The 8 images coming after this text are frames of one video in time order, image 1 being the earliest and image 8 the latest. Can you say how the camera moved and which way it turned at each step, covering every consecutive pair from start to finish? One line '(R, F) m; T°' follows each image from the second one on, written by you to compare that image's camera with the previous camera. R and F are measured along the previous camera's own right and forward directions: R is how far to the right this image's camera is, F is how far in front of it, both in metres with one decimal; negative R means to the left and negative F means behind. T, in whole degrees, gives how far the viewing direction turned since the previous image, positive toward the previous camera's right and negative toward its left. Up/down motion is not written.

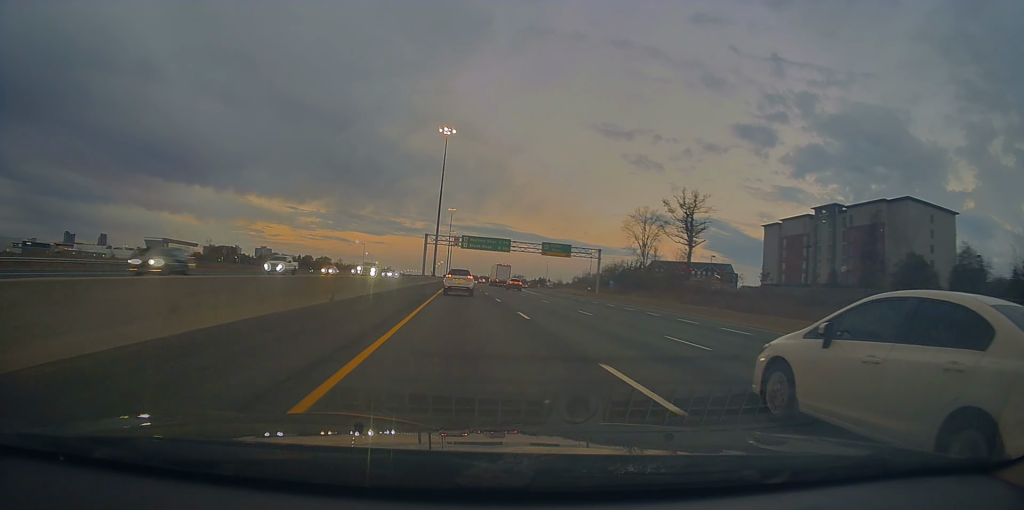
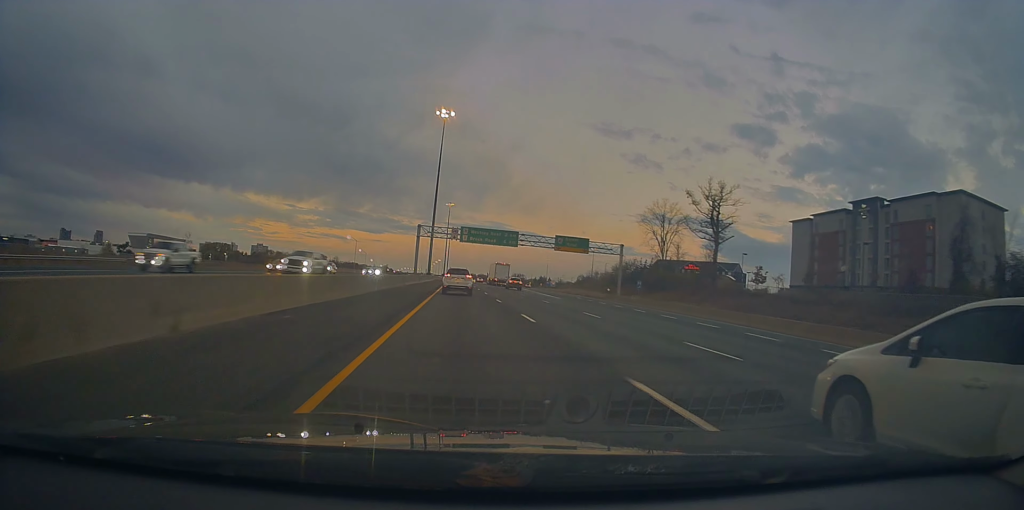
(-0.1, +13.8) m; 0°
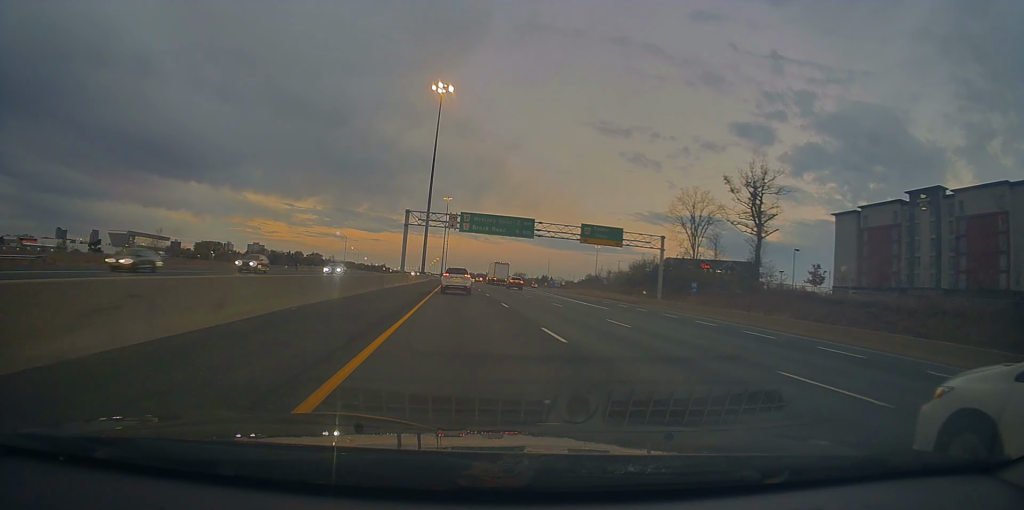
(+0.2, +16.9) m; 0°
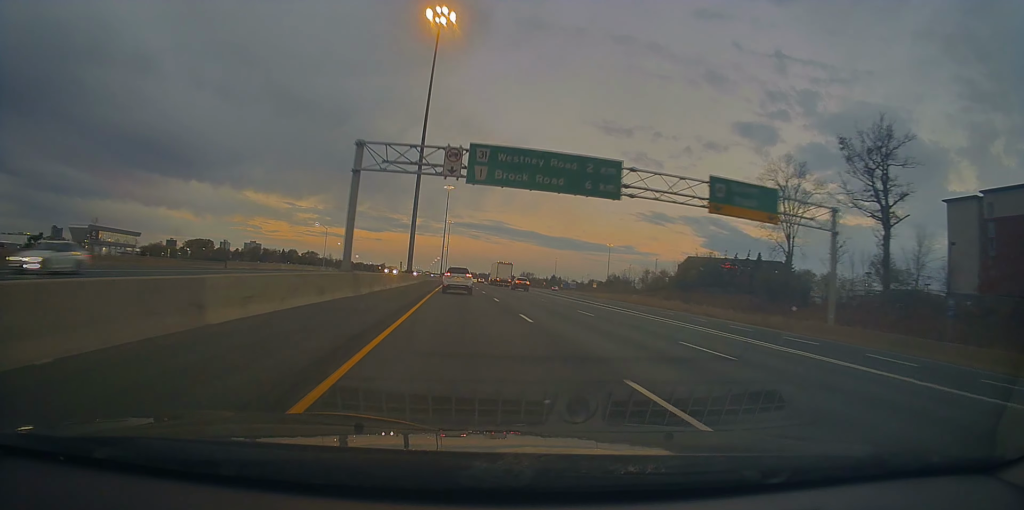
(-0.2, +31.7) m; 0°
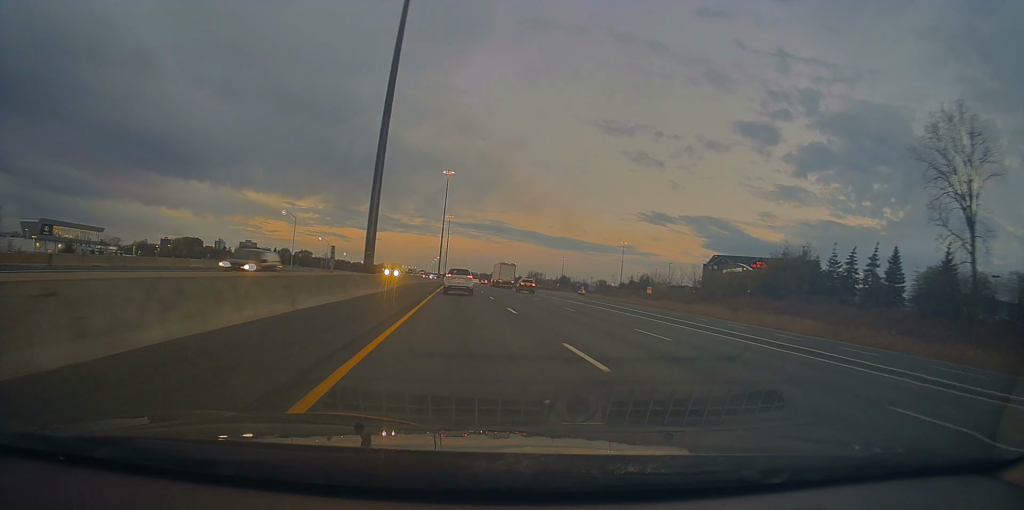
(+0.2, +32.6) m; +1°
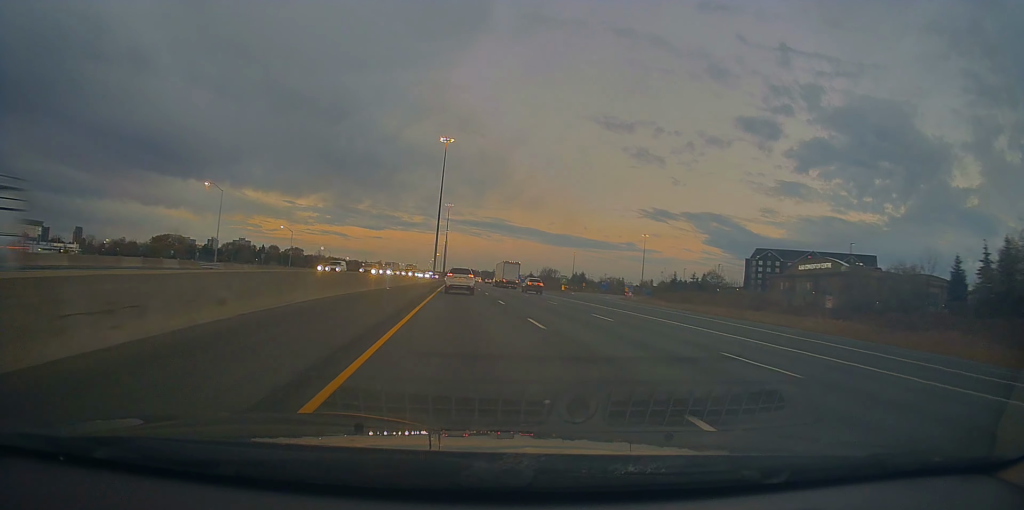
(+0.2, +43.0) m; 0°
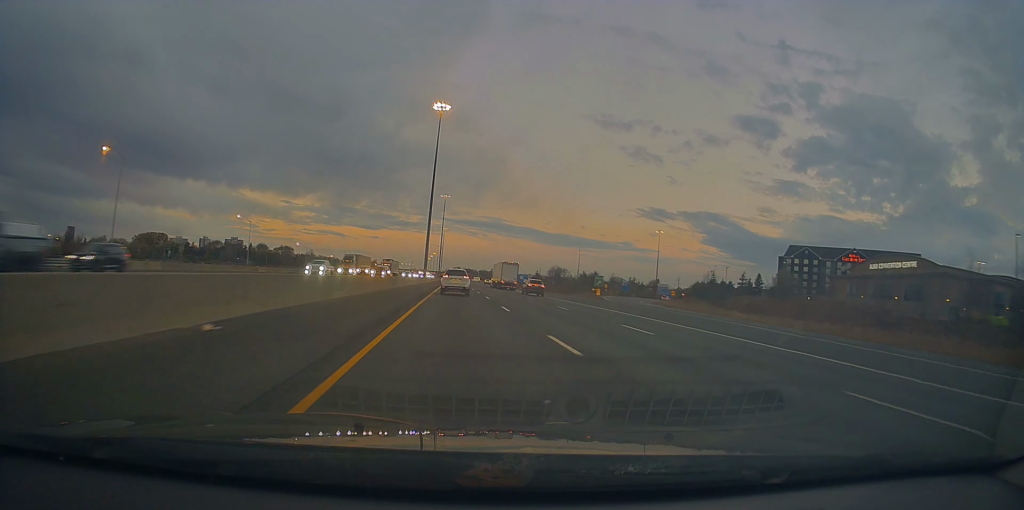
(0.0, +29.3) m; -1°
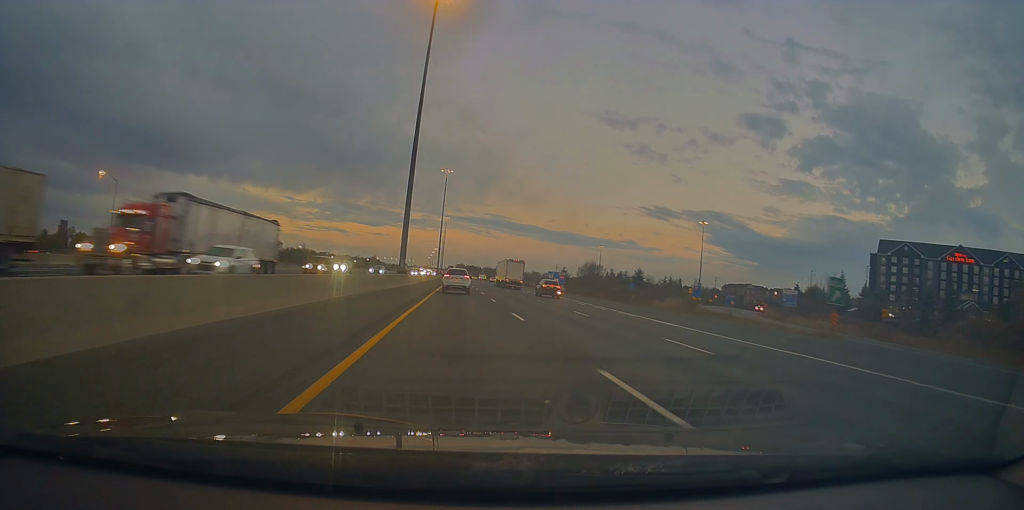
(-0.2, +53.0) m; 0°
